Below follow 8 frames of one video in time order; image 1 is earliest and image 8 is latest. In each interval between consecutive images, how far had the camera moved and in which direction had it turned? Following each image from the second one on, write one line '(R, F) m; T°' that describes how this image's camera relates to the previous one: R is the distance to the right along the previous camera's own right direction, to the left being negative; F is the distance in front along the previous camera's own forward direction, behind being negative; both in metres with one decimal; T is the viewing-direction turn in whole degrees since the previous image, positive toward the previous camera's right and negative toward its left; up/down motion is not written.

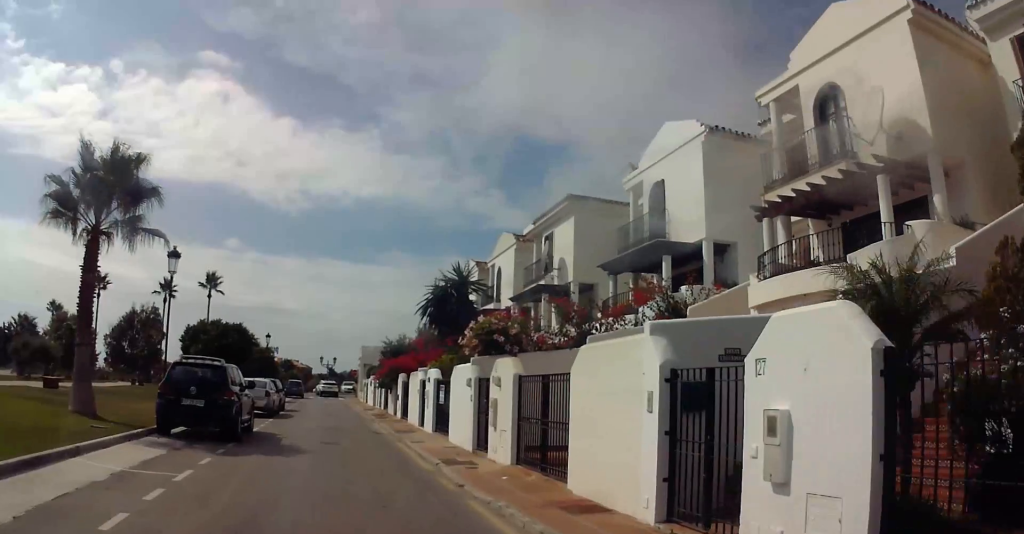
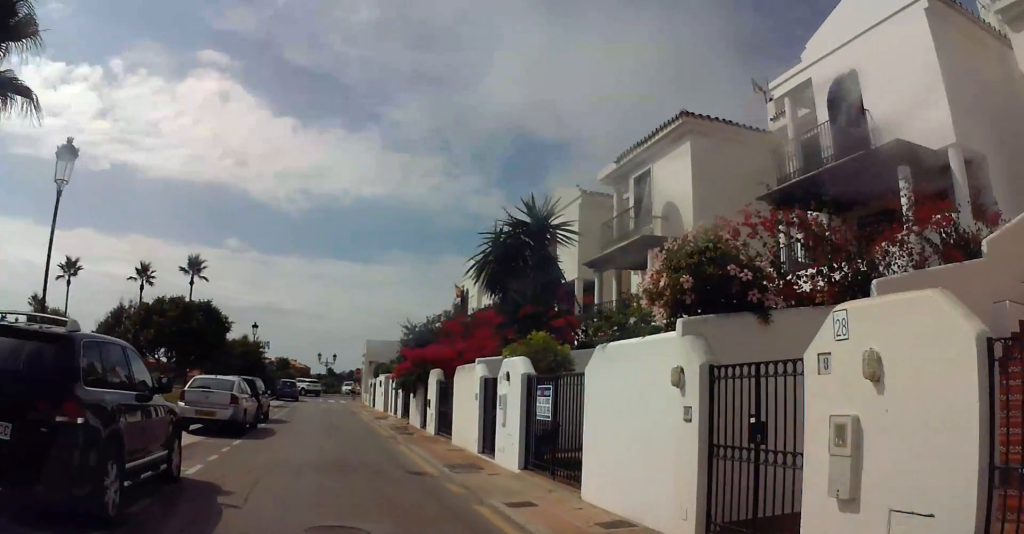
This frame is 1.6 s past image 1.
(0.0, +9.2) m; +2°
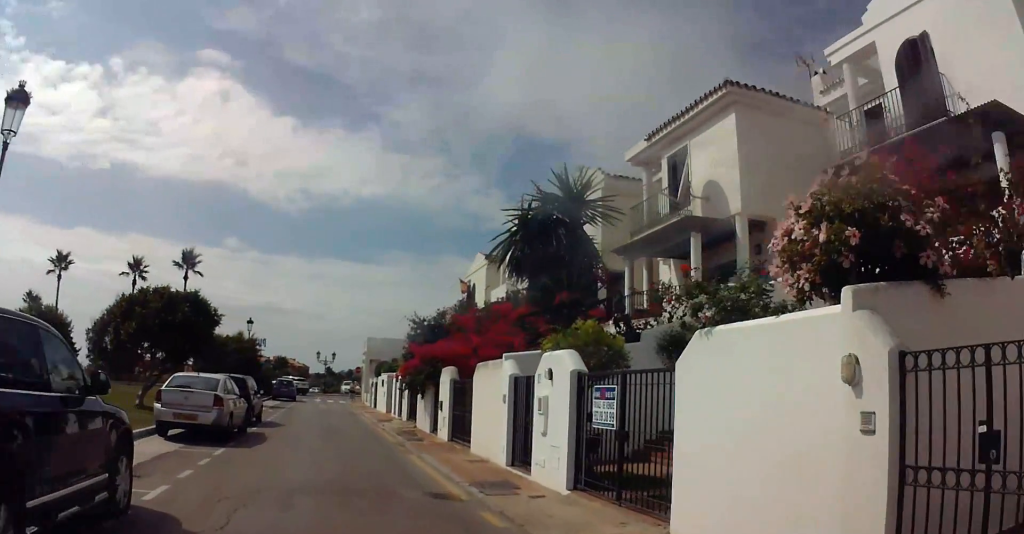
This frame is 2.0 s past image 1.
(+0.1, +2.3) m; +1°
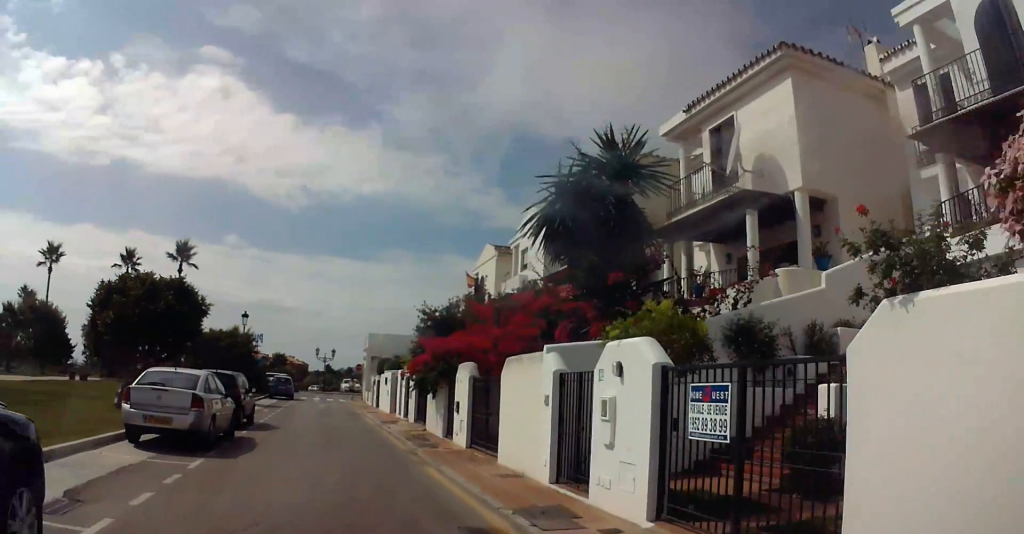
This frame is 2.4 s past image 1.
(0.0, +2.3) m; -1°
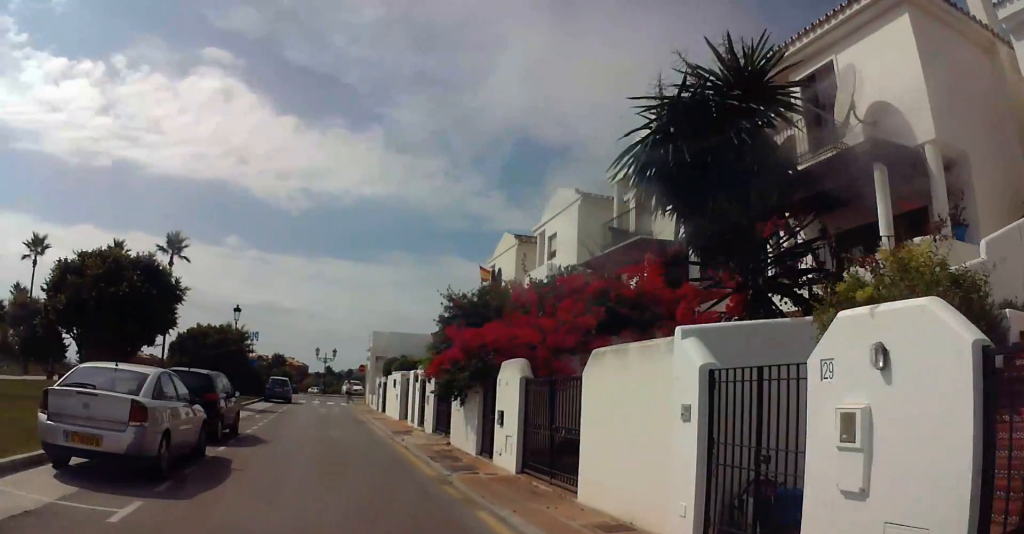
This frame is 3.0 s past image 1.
(0.0, +3.6) m; -2°
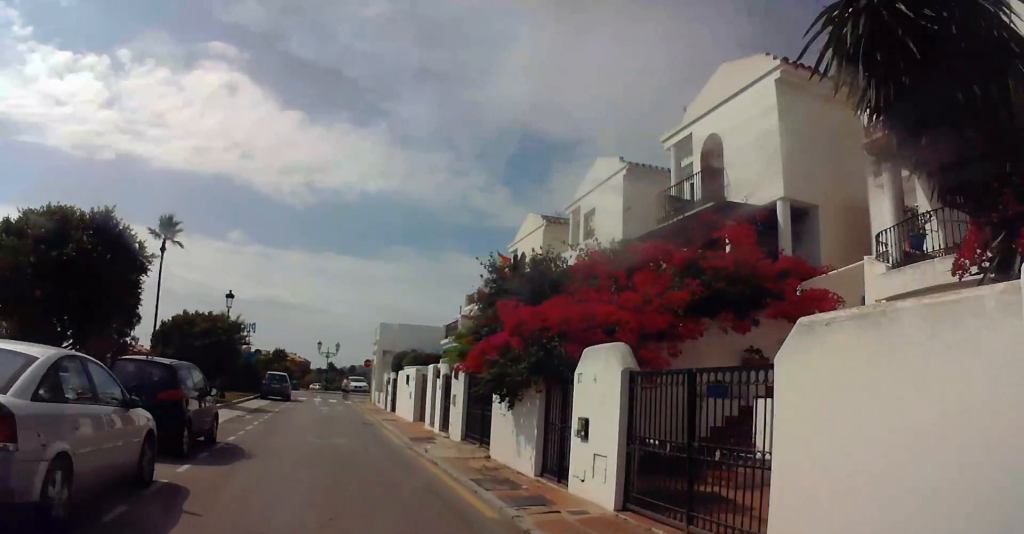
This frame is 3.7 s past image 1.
(-0.2, +3.8) m; 0°
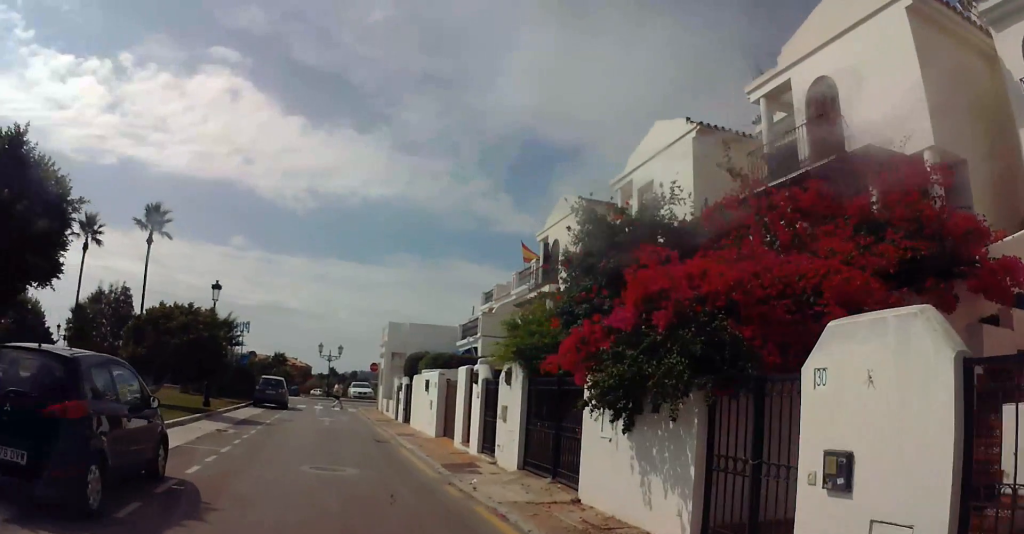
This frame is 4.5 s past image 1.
(0.0, +4.4) m; +1°
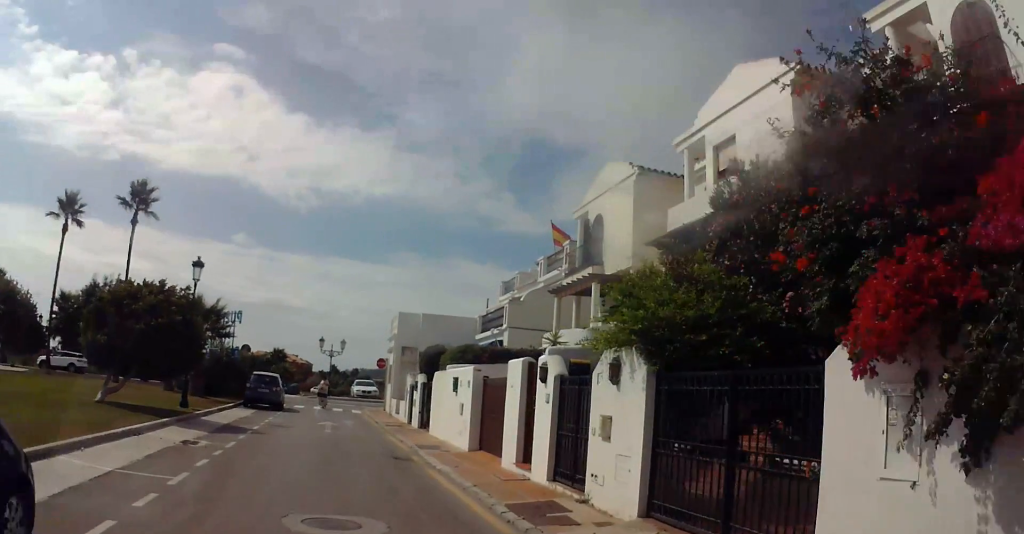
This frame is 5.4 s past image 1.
(+0.1, +4.5) m; +2°
